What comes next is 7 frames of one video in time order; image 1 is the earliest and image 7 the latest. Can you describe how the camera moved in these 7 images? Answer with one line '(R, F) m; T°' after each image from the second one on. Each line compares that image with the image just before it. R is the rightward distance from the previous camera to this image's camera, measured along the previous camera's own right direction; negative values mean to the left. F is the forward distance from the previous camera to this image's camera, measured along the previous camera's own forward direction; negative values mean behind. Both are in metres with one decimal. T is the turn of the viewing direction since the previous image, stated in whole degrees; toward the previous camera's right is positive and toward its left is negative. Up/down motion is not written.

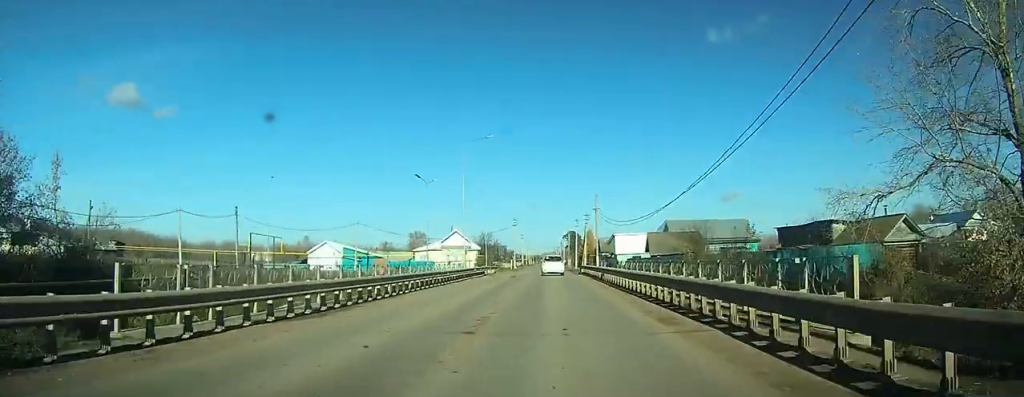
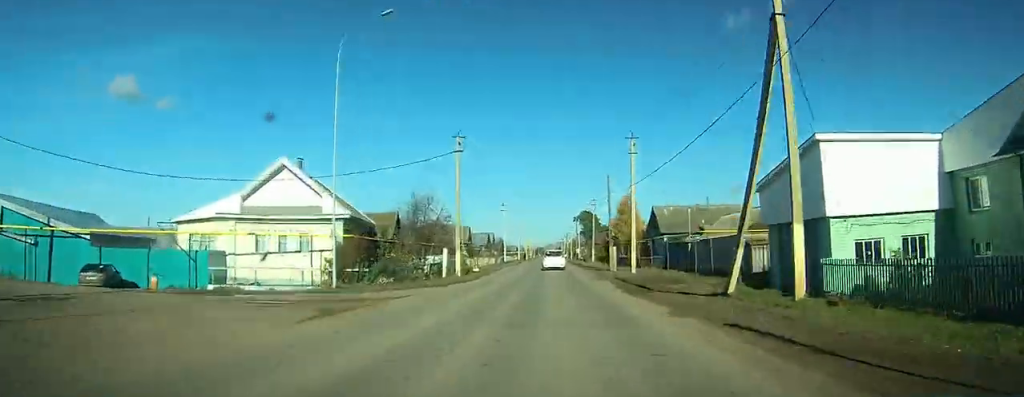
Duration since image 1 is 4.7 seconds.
(-0.3, +62.5) m; -1°
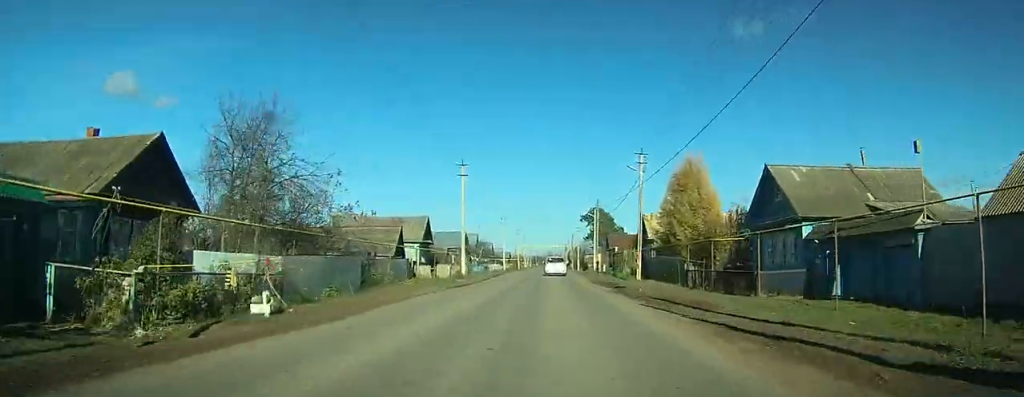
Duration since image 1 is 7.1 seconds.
(-0.3, +36.5) m; -1°
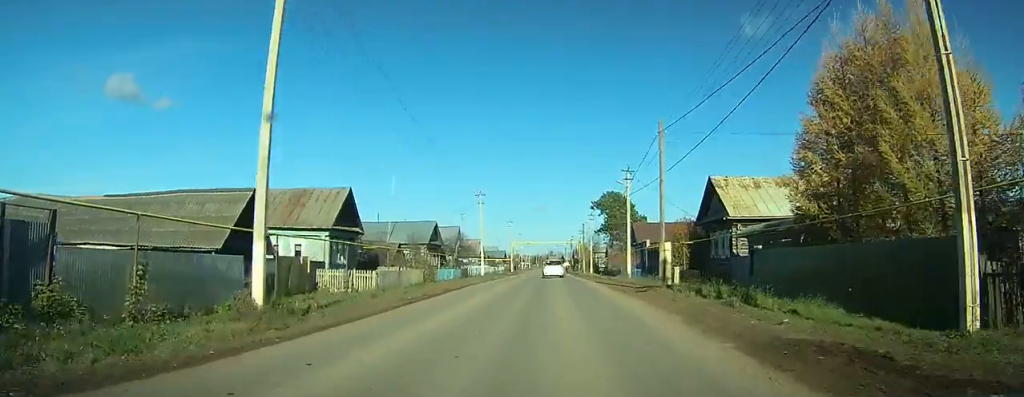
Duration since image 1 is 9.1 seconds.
(0.0, +28.7) m; 0°
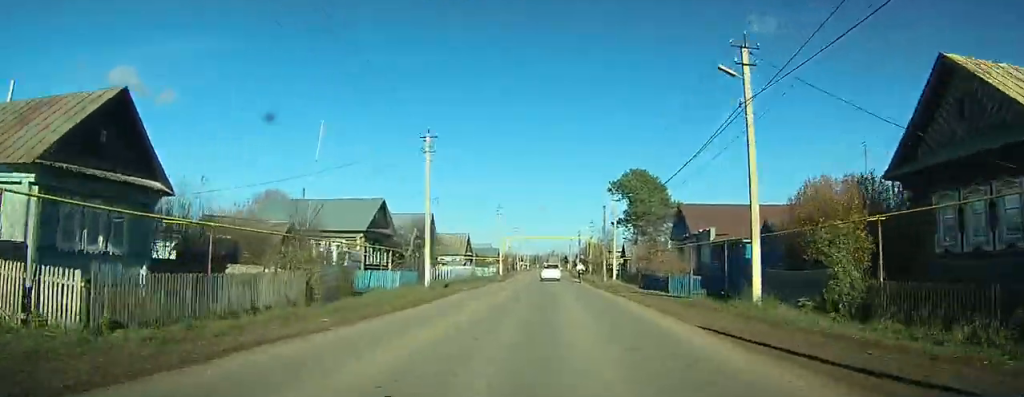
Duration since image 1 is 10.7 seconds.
(+0.1, +25.3) m; 0°
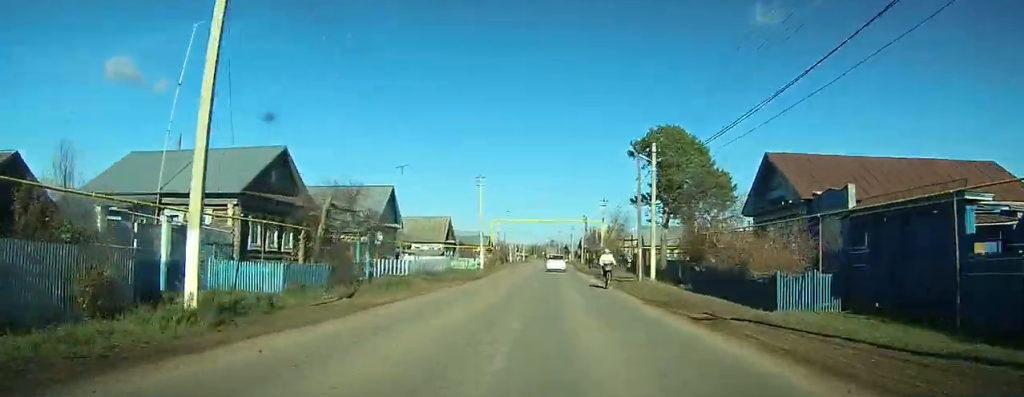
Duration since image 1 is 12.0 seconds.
(+0.1, +19.2) m; 0°
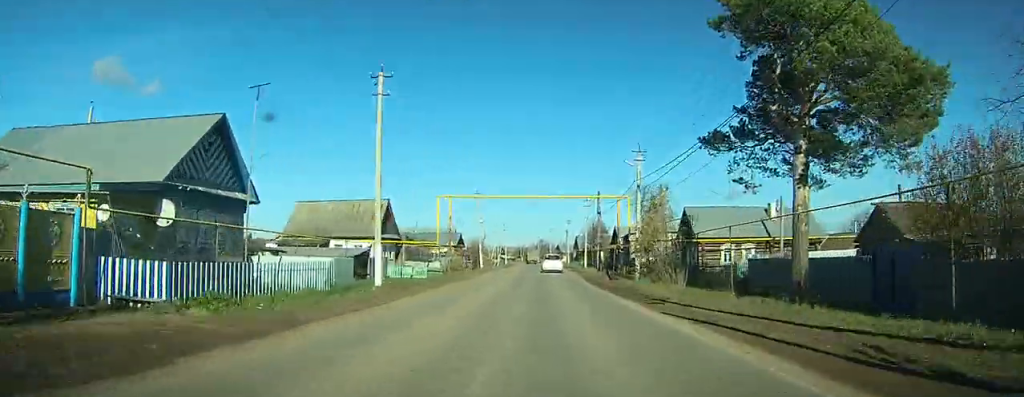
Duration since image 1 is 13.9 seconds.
(+0.1, +27.9) m; 0°
